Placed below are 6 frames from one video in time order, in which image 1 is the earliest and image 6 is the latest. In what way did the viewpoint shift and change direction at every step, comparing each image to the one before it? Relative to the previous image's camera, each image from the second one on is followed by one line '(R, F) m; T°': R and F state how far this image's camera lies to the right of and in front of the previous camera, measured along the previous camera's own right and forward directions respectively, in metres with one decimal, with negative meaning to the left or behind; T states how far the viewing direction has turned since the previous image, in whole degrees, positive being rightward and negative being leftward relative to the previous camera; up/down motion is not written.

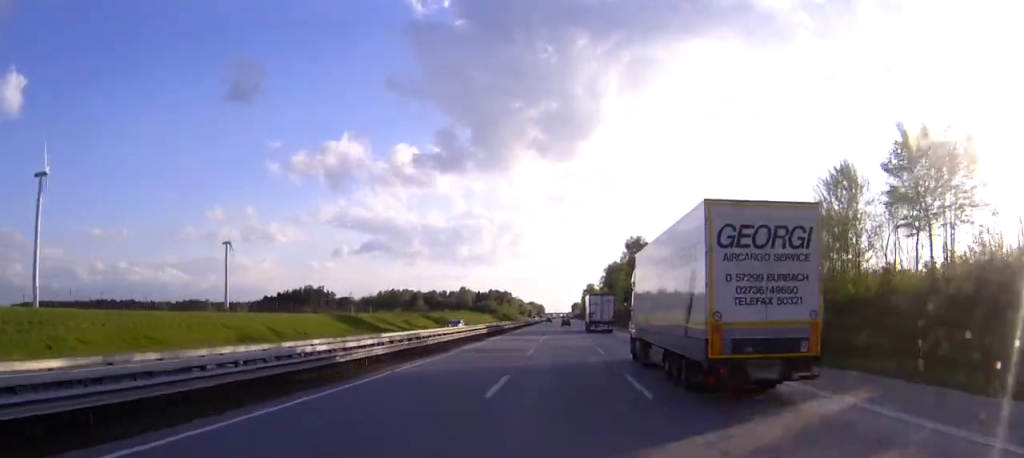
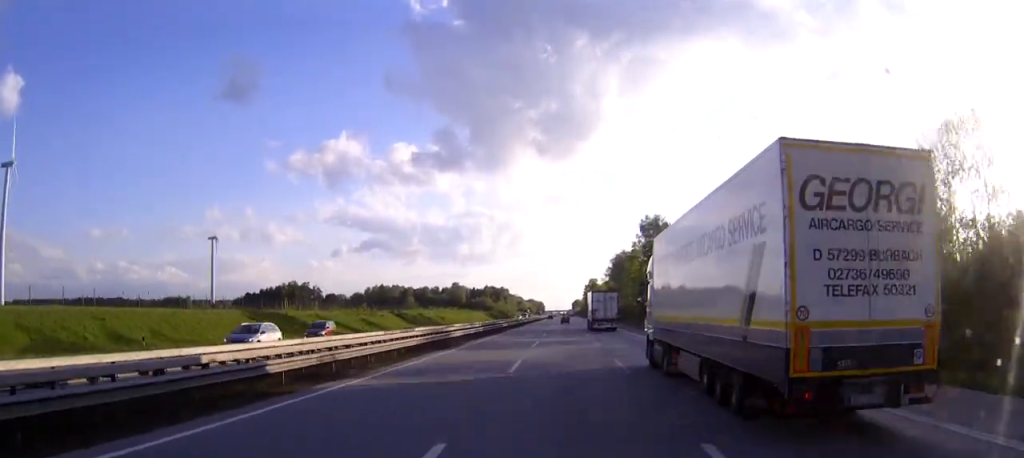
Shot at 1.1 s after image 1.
(0.0, +29.8) m; 0°
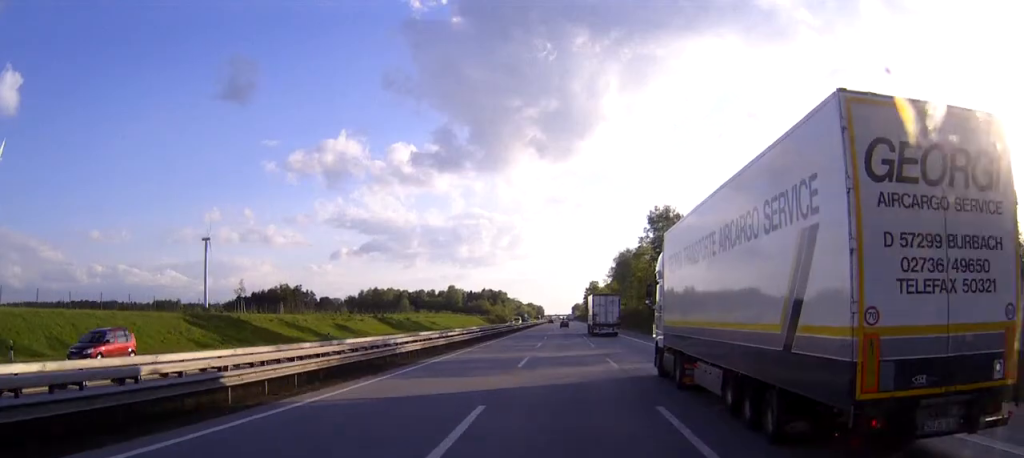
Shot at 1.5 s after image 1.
(0.0, +13.0) m; 0°
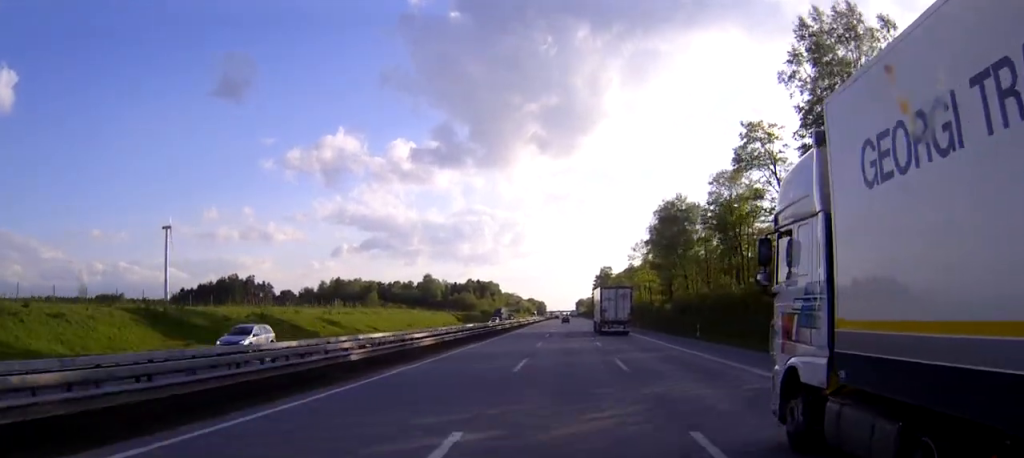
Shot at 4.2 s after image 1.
(+0.1, +75.2) m; 0°
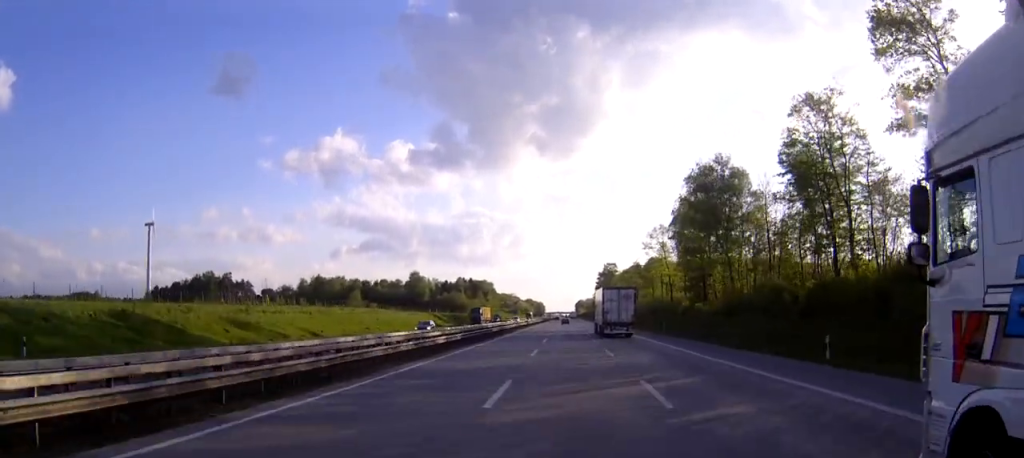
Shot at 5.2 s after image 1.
(-0.1, +27.0) m; 0°
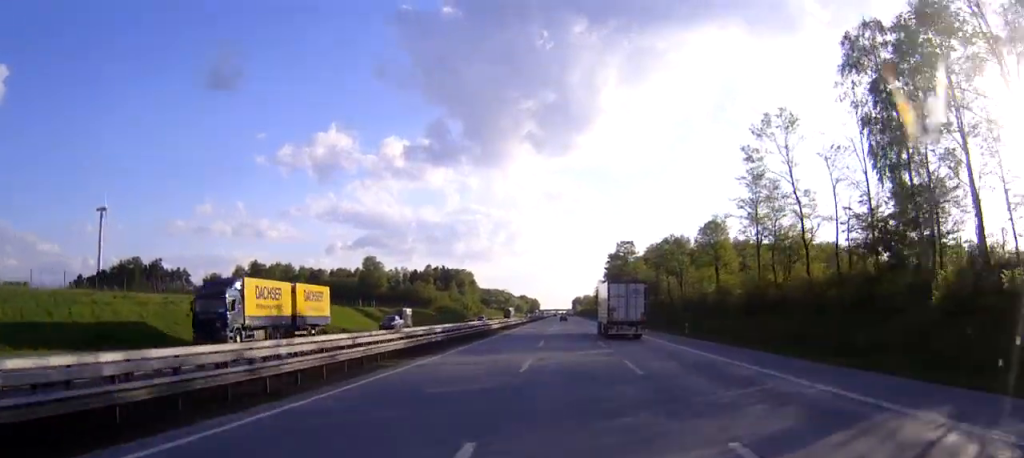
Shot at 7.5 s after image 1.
(+0.1, +64.1) m; +1°
